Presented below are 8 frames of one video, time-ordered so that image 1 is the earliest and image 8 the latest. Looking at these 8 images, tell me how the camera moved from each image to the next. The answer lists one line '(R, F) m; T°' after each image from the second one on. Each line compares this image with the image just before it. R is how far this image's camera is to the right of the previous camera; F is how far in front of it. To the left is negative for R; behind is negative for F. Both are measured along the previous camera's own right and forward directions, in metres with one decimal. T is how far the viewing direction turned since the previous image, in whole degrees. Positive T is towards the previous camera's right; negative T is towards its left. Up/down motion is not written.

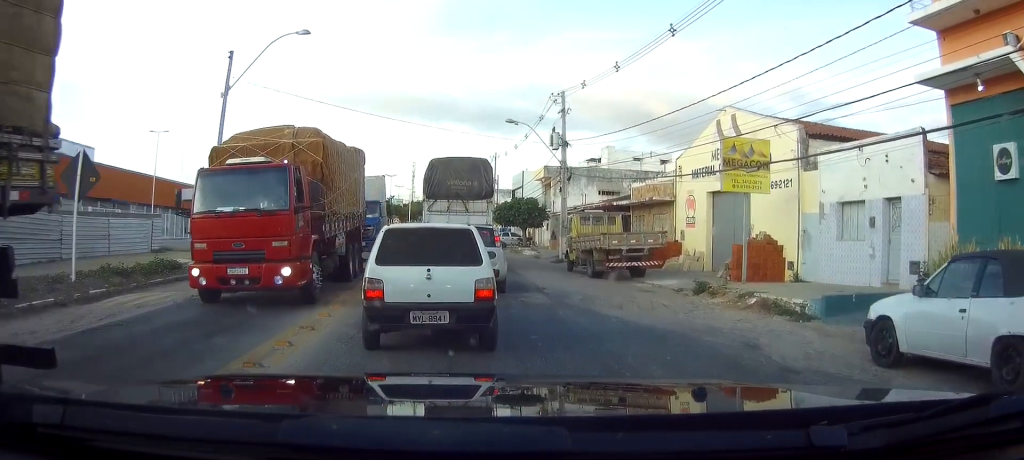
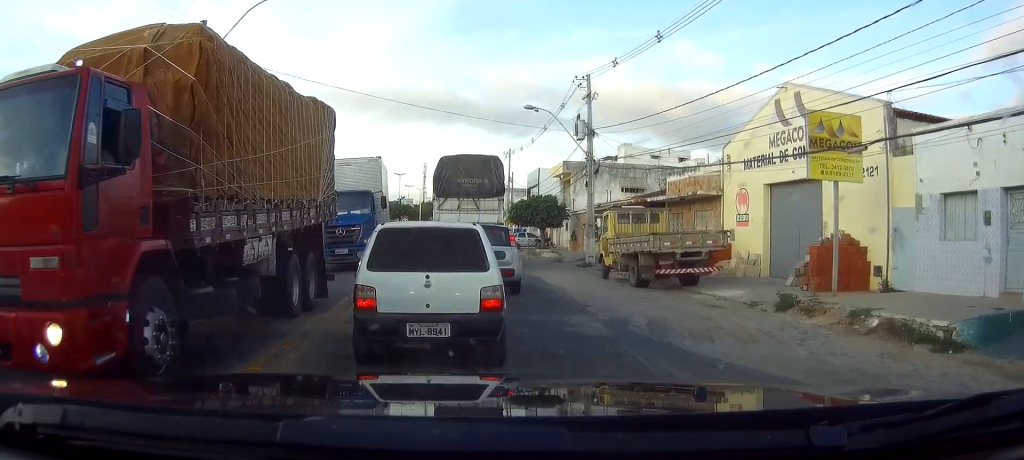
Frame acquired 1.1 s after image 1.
(-0.1, +4.8) m; -6°
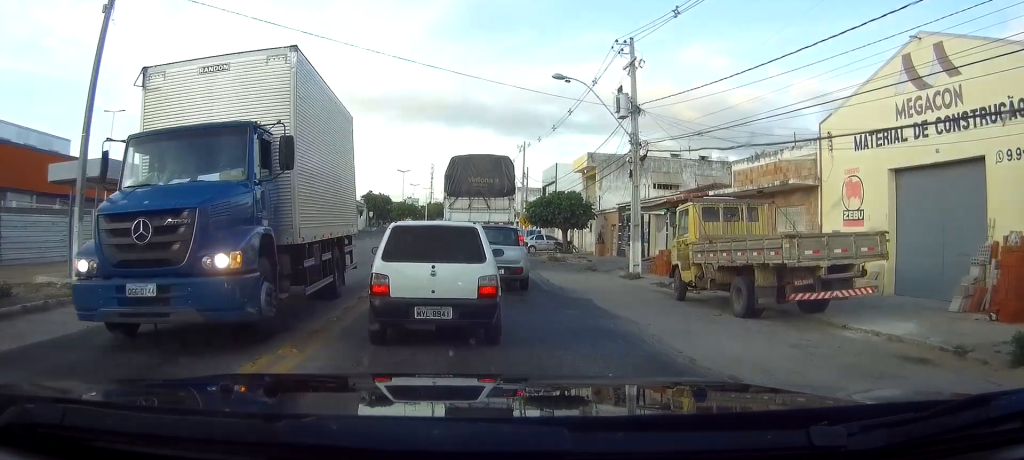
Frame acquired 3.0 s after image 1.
(-0.4, +7.2) m; +1°
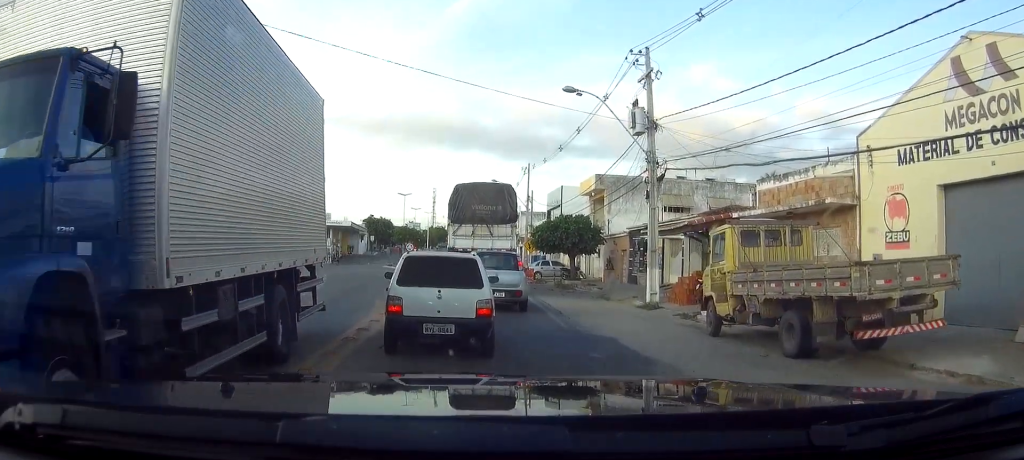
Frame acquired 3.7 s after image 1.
(+0.1, +2.2) m; 0°
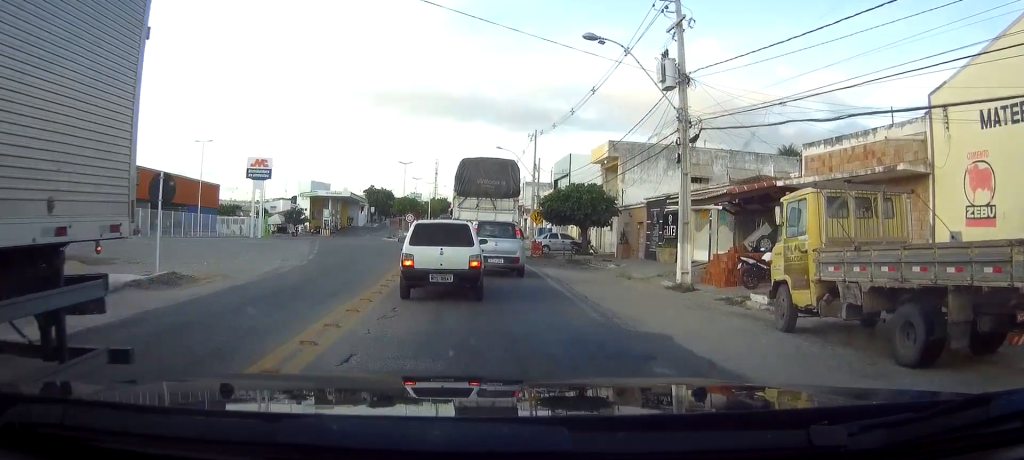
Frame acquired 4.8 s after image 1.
(-0.1, +3.6) m; -1°
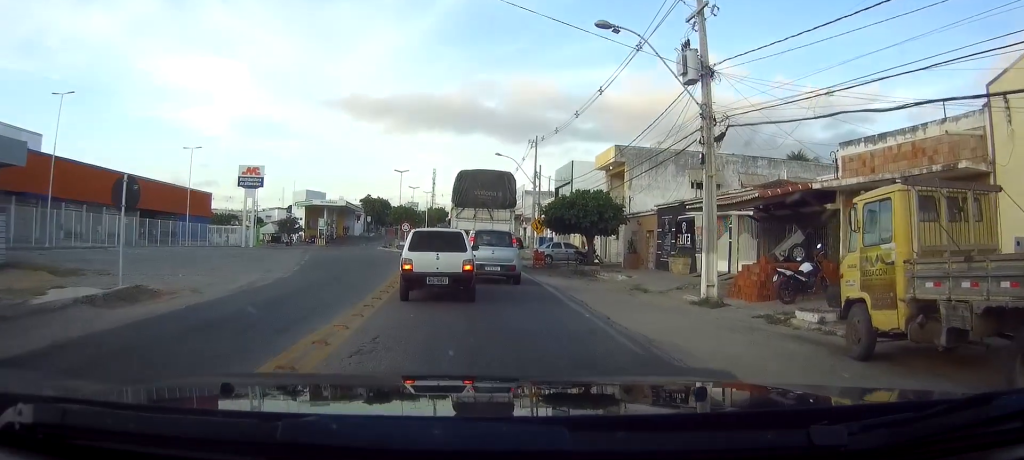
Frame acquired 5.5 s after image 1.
(+0.1, +2.9) m; +3°
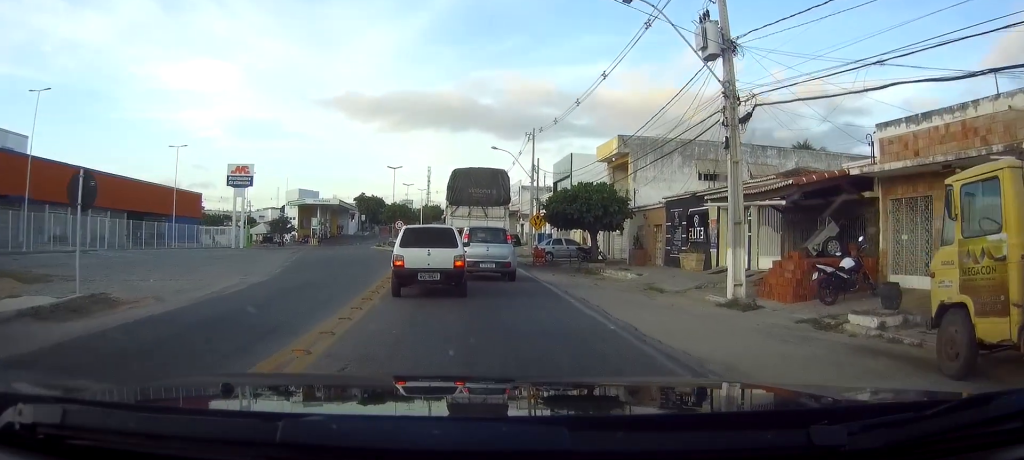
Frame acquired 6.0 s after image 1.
(0.0, +2.3) m; +2°
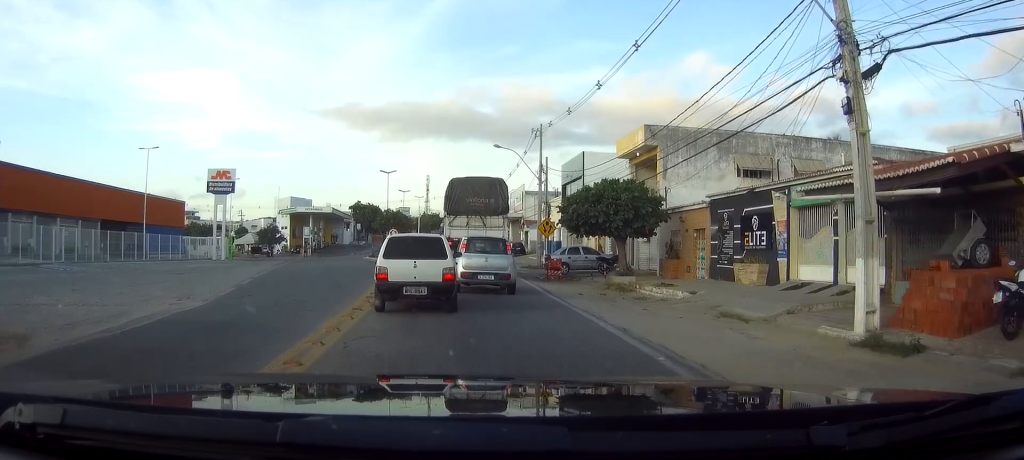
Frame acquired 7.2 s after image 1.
(+0.2, +6.4) m; +1°
